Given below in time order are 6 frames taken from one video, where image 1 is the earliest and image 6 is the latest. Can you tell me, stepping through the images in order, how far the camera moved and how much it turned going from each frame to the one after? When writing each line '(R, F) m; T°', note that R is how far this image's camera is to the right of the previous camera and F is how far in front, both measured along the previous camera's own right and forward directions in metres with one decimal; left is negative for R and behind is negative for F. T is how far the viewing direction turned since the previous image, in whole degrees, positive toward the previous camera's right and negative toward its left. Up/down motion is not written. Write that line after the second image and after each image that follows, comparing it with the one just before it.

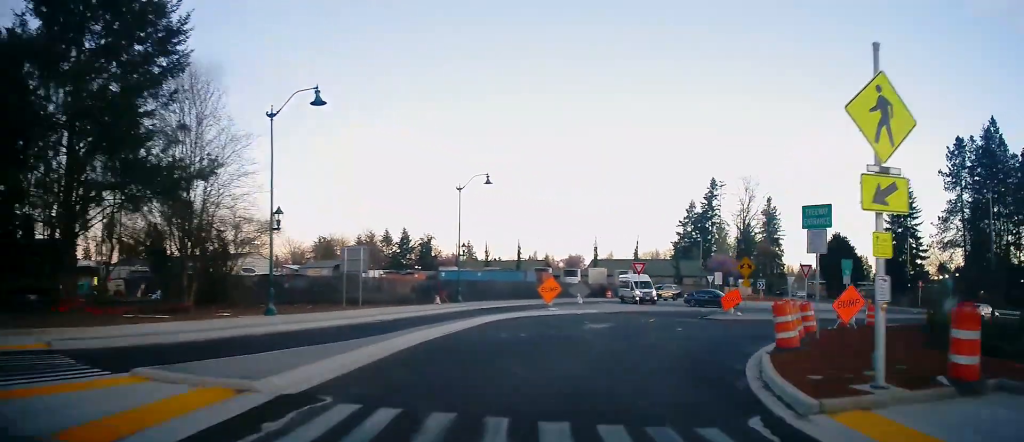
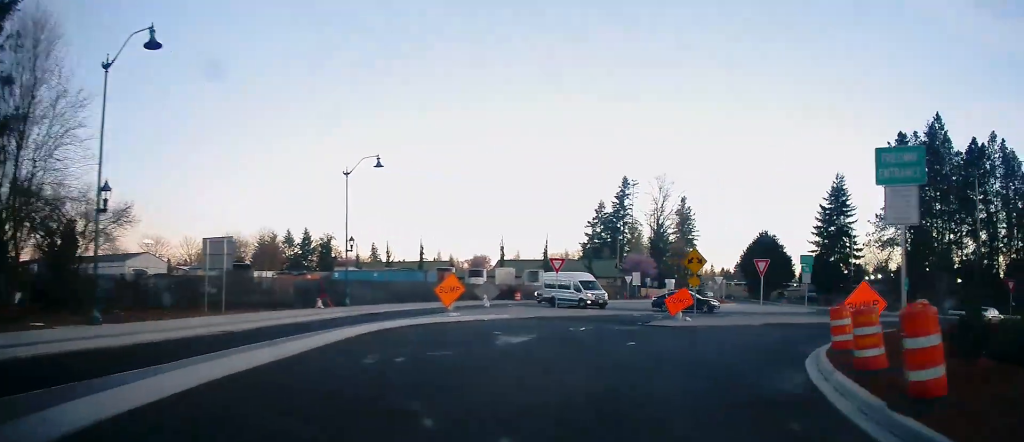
(+0.3, +6.7) m; +7°
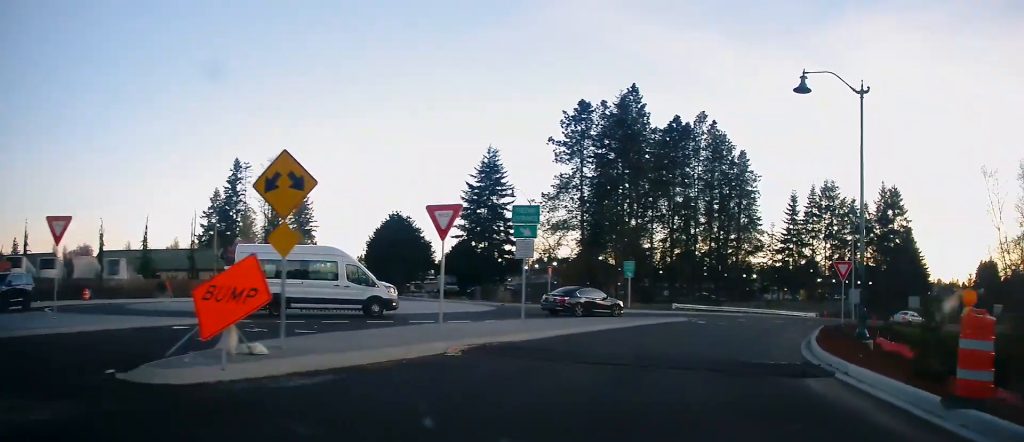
(+6.8, +18.5) m; +40°
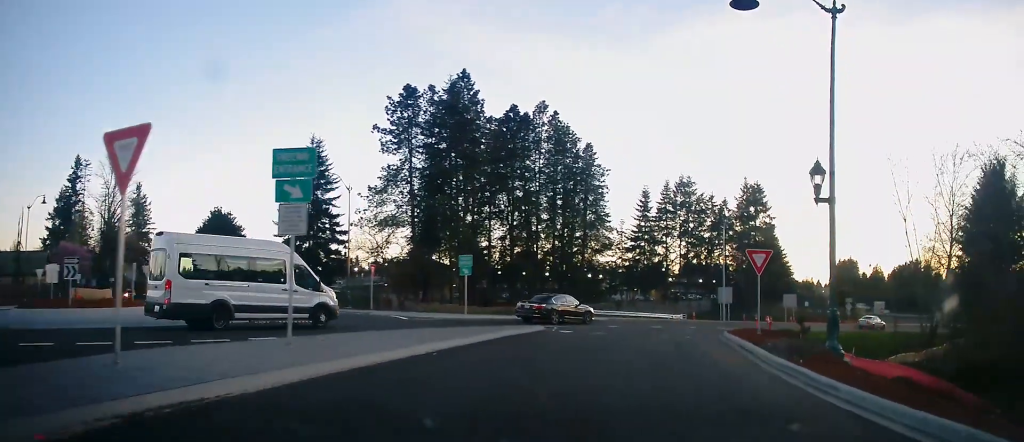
(+1.0, +7.8) m; +19°
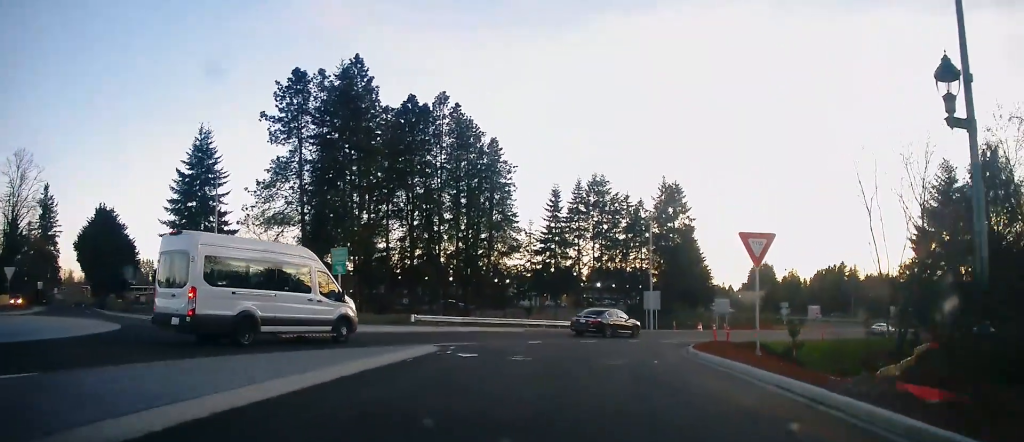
(+1.2, +7.4) m; +10°
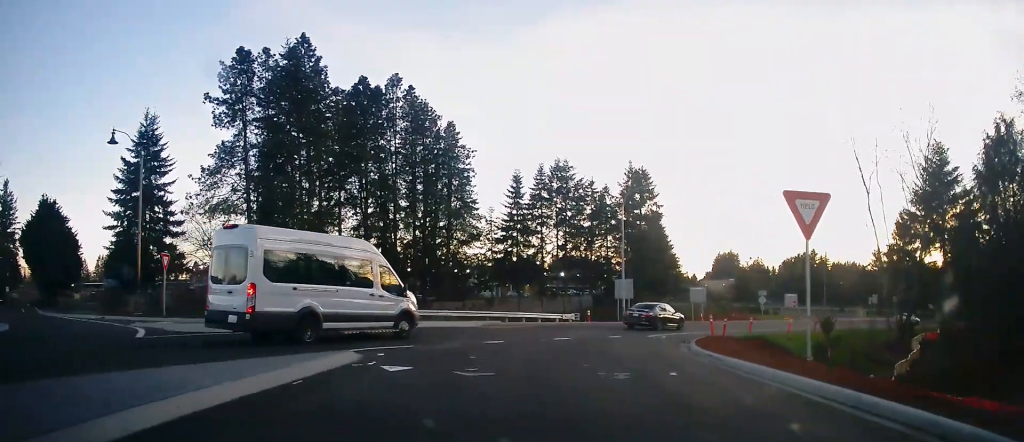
(-0.2, +4.7) m; +2°
